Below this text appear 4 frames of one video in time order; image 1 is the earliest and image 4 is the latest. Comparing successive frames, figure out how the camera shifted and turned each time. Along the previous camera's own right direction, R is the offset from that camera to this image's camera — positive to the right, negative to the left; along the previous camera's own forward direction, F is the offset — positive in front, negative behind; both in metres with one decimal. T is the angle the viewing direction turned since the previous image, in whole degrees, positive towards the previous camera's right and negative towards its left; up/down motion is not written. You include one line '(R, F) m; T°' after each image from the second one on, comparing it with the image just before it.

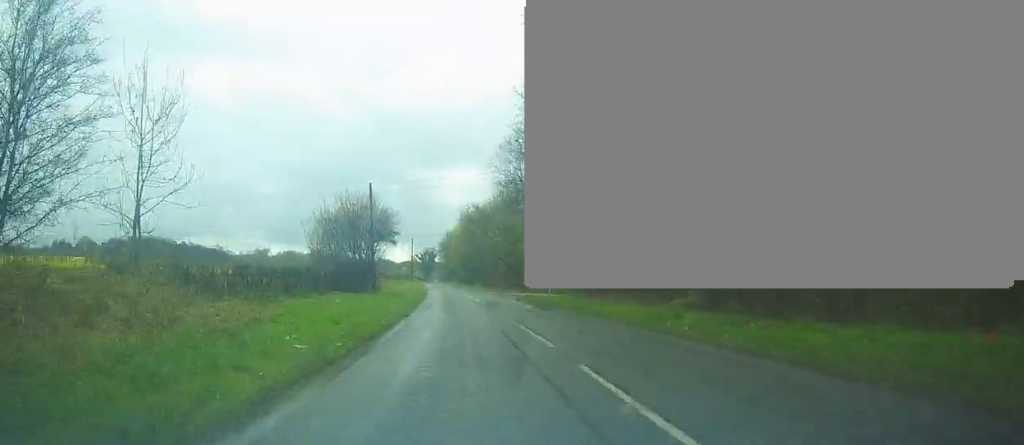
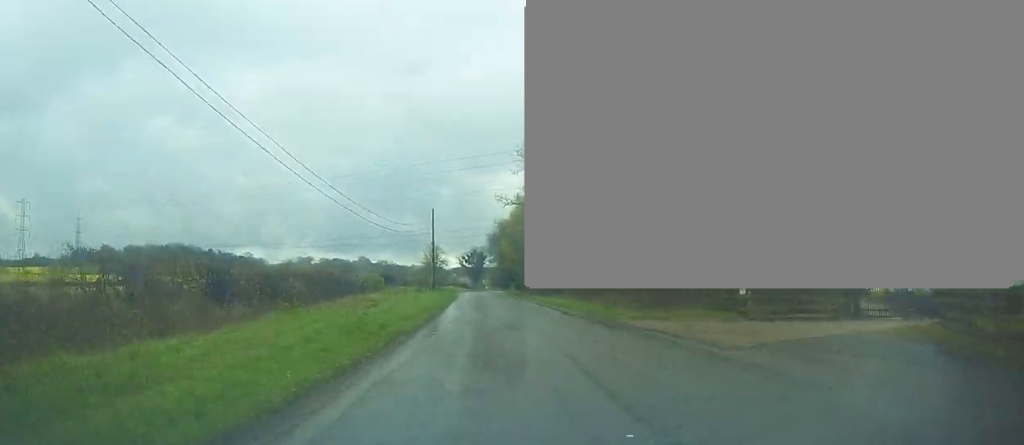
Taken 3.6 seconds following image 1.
(-2.5, +48.4) m; -4°
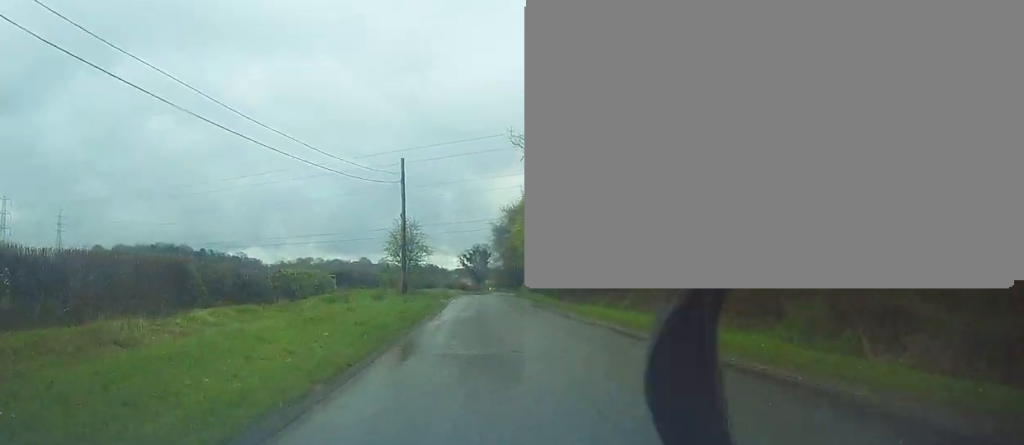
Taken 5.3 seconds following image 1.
(-0.6, +23.8) m; -3°
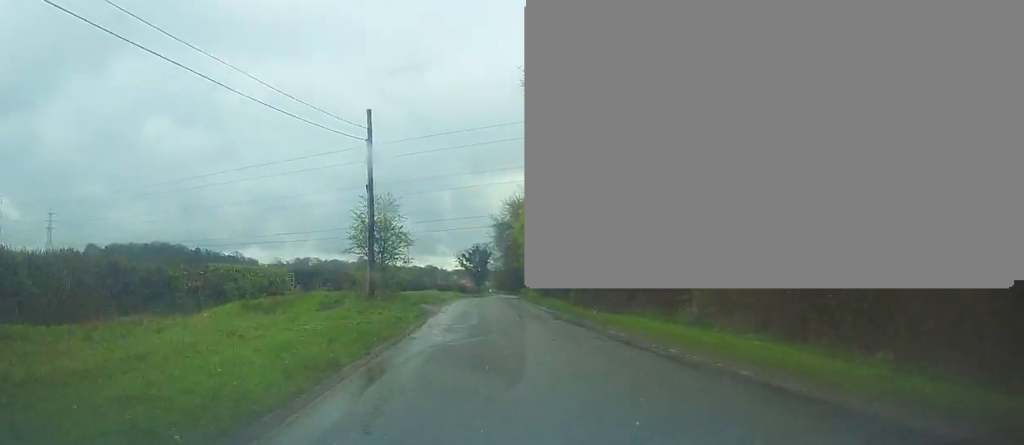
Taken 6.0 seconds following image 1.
(0.0, +10.0) m; +1°
